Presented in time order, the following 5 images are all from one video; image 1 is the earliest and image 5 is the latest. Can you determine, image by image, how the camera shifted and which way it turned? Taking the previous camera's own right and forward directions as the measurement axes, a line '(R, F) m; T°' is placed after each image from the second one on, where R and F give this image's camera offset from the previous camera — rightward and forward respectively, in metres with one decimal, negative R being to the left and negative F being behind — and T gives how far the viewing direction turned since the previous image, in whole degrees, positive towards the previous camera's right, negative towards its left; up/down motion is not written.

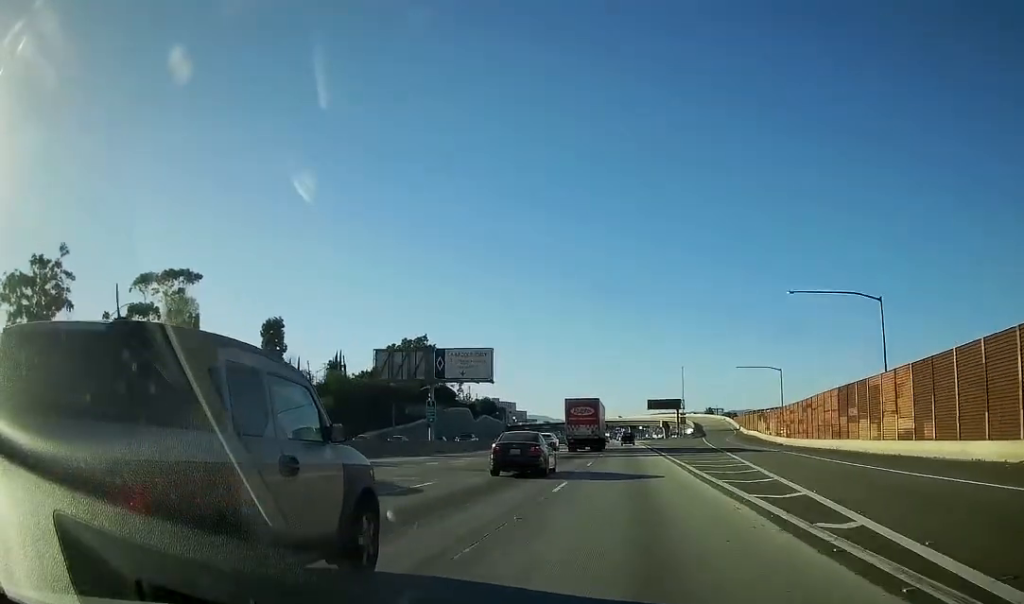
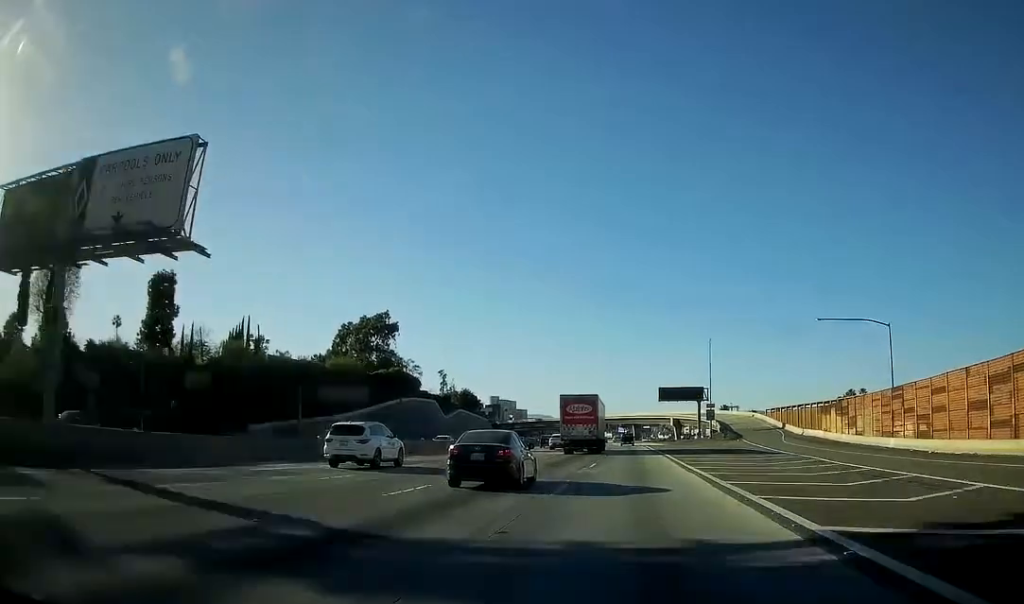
(+0.1, +45.9) m; 0°
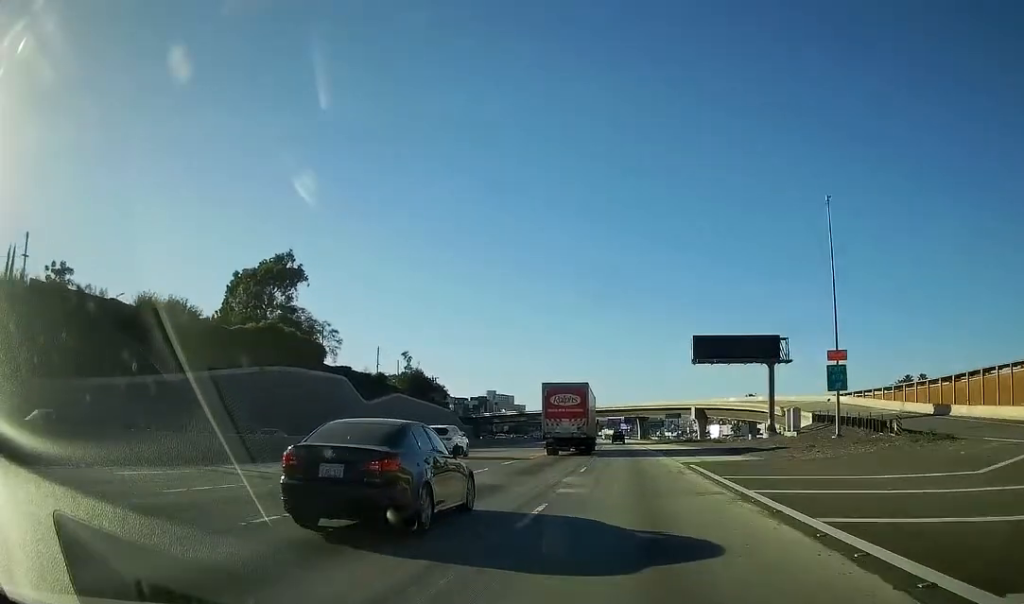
(+0.6, +65.1) m; +1°
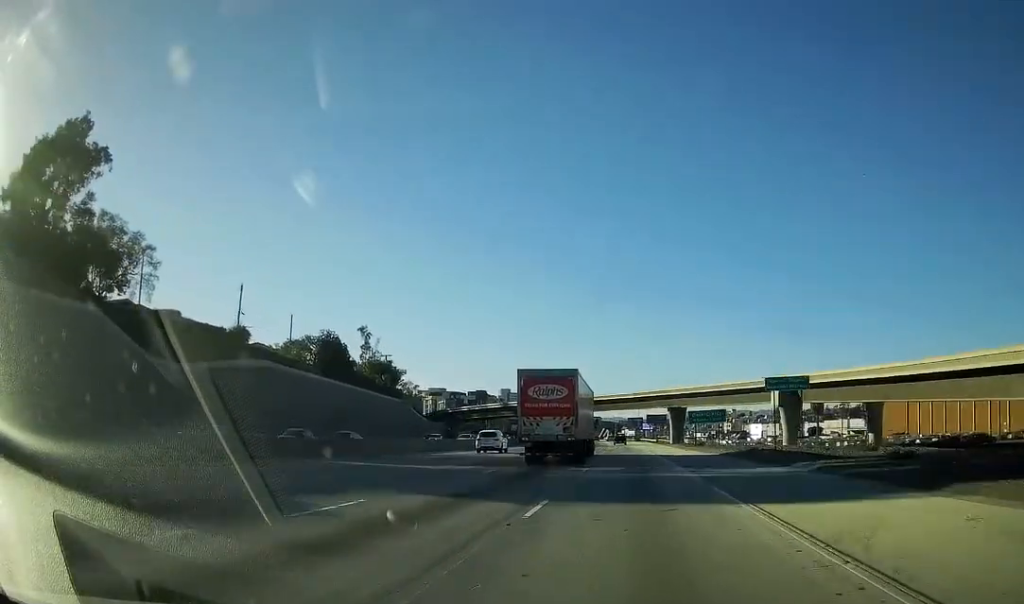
(-1.7, +73.8) m; +1°
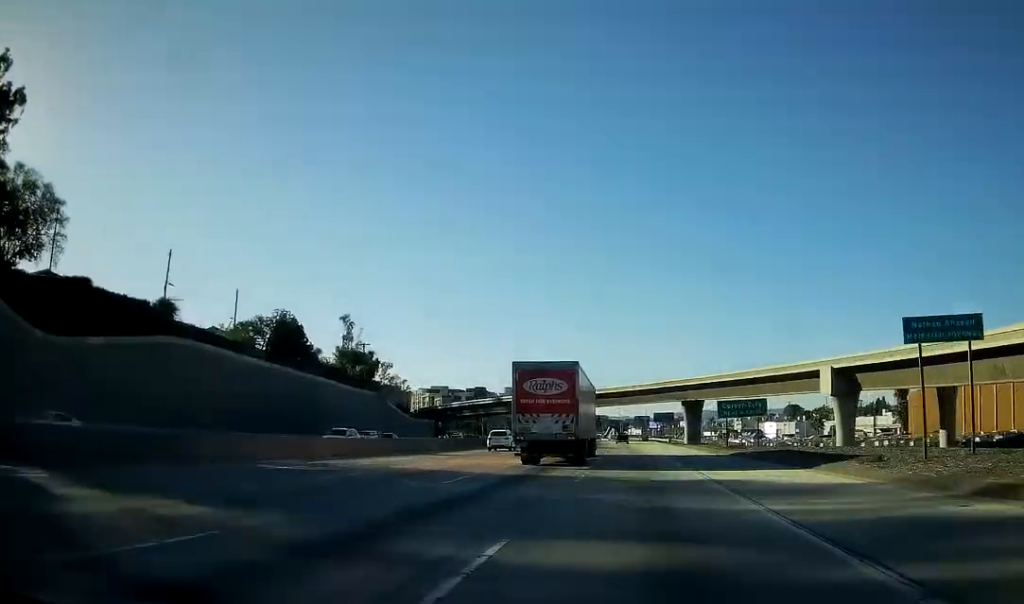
(+0.2, +21.5) m; +2°
